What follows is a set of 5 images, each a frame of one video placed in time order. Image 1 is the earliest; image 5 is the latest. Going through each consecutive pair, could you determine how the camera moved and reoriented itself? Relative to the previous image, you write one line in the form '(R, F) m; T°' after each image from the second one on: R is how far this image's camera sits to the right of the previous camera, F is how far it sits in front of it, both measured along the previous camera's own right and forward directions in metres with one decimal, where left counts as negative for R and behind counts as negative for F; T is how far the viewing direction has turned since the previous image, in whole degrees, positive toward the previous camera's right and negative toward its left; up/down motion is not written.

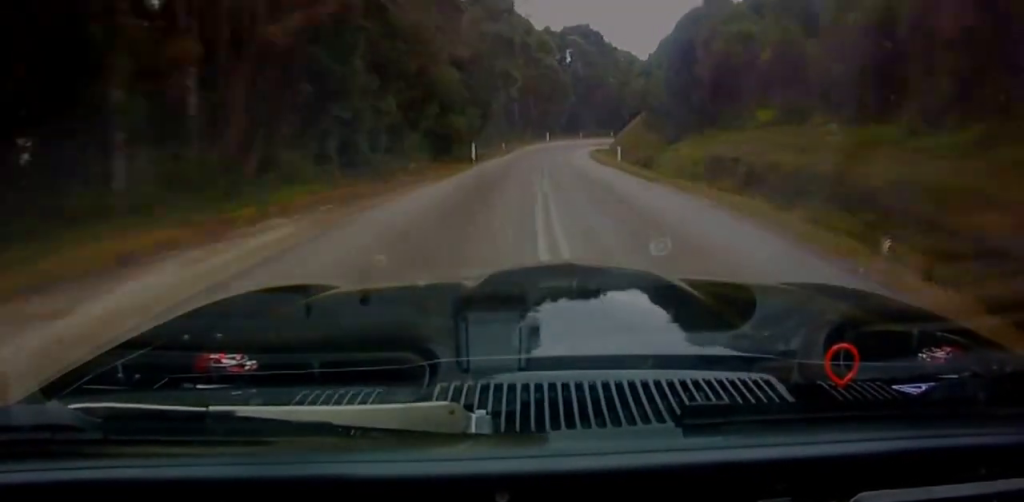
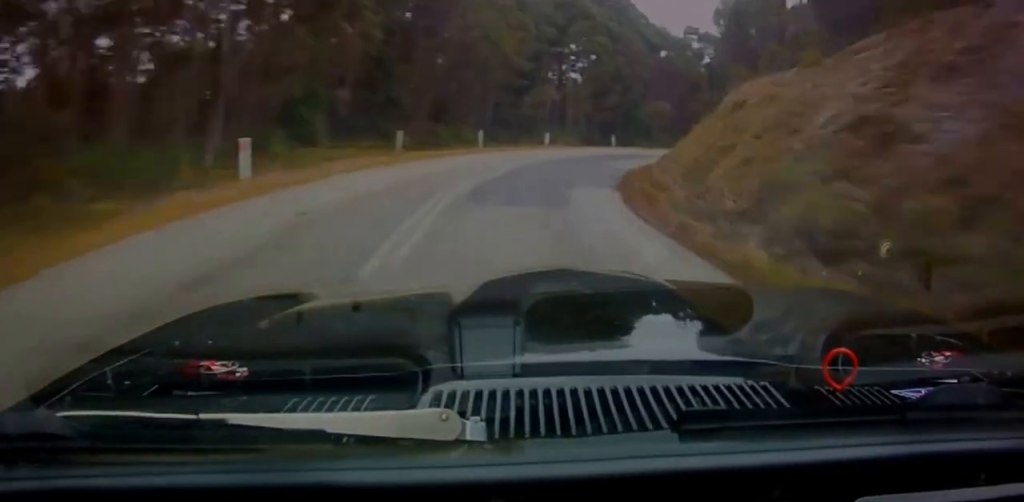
(+13.2, +63.0) m; +31°
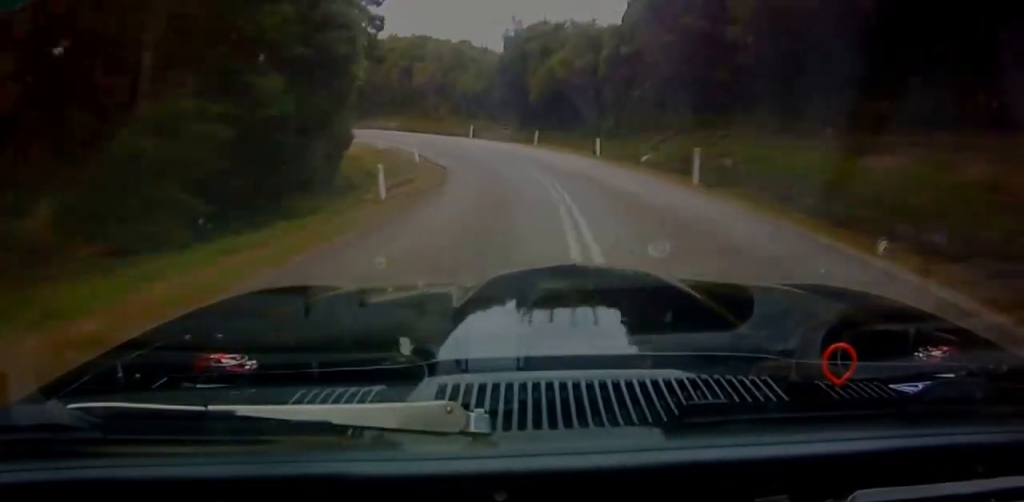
(+44.4, +92.8) m; +34°
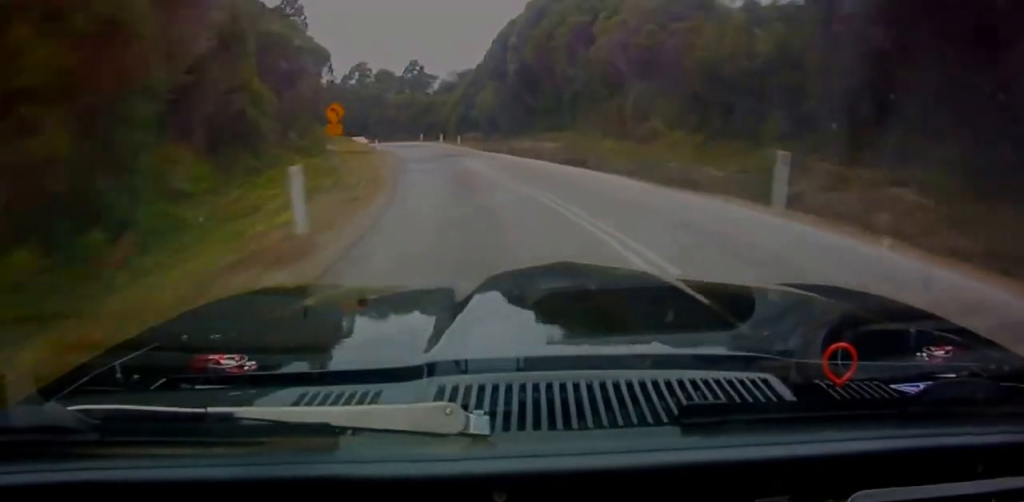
(-1.8, +41.8) m; -8°
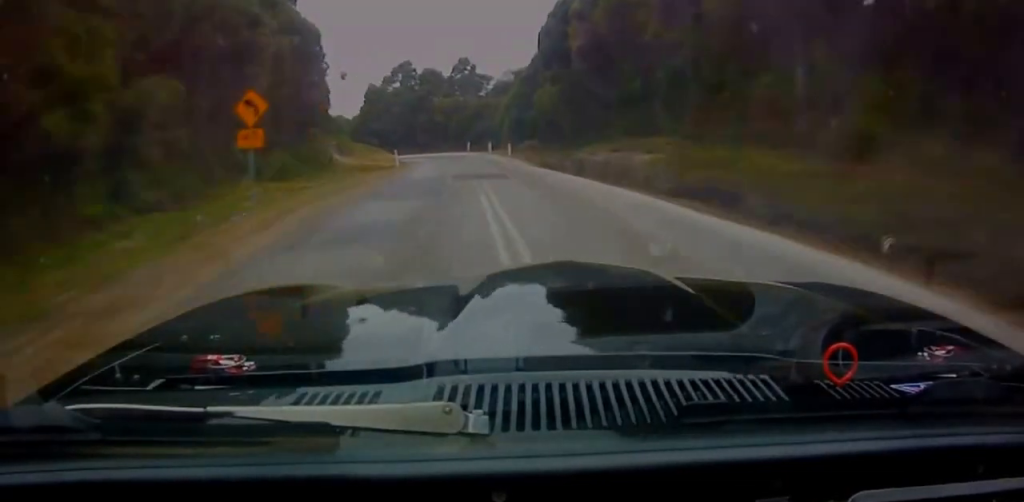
(0.0, +13.9) m; -4°
